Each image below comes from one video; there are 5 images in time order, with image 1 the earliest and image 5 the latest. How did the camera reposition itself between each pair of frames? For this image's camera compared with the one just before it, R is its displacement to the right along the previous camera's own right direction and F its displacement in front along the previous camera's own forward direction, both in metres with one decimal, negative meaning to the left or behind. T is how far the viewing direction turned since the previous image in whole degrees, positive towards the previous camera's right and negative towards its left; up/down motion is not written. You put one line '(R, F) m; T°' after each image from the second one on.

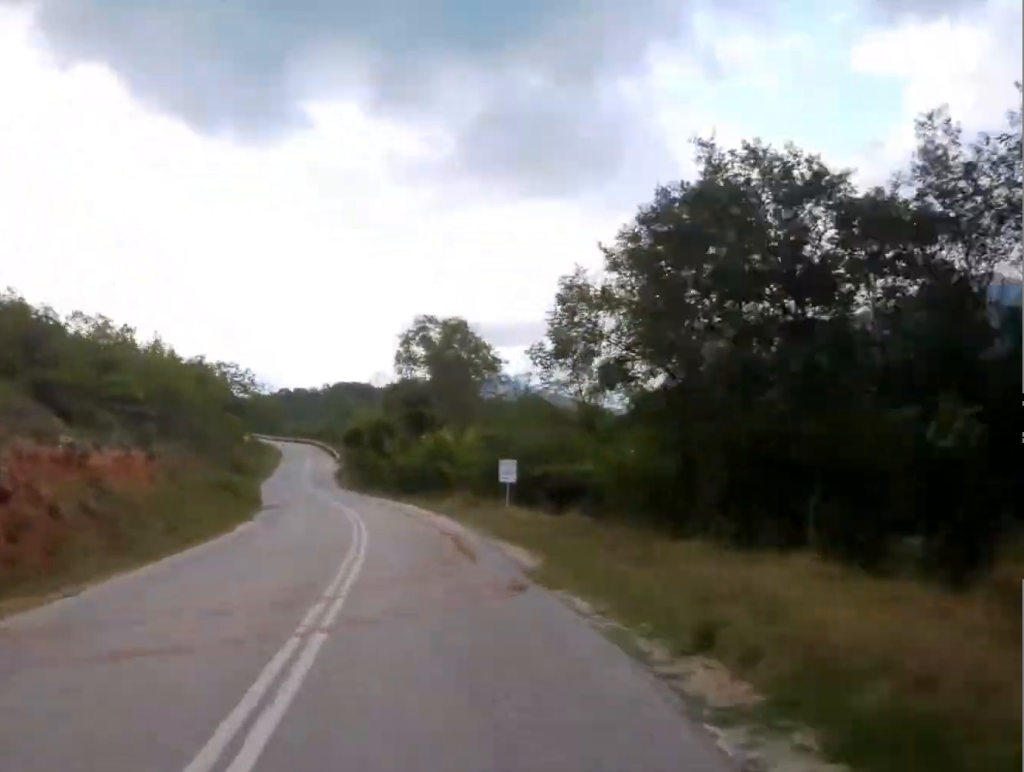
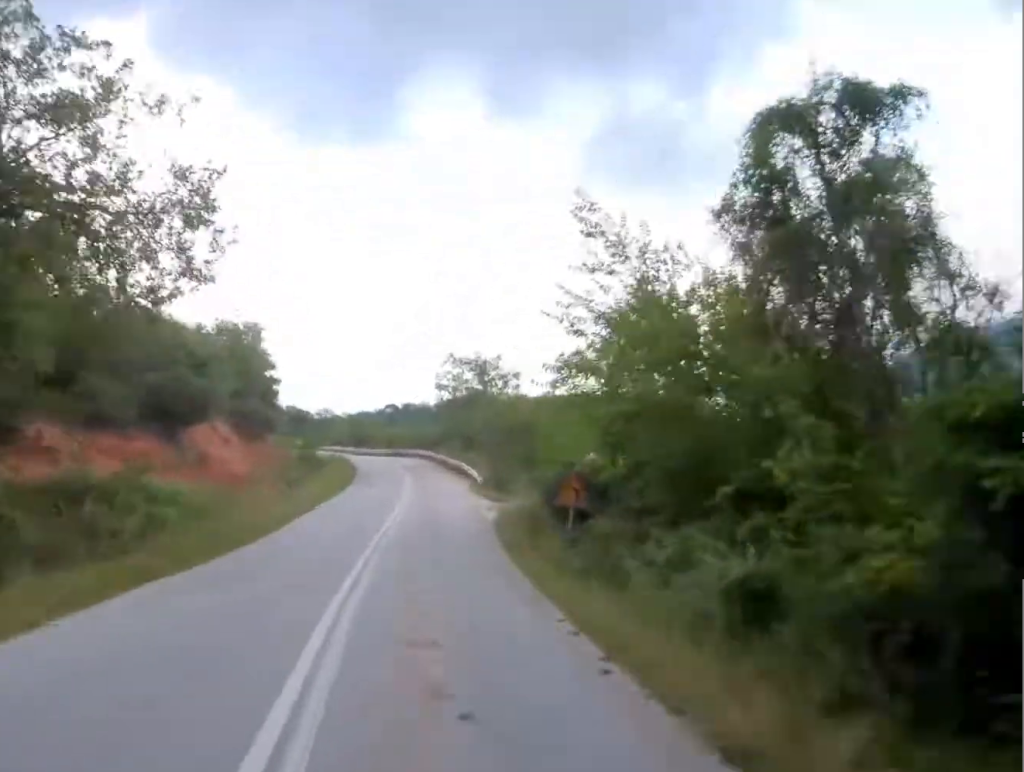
(-5.9, +53.9) m; -10°
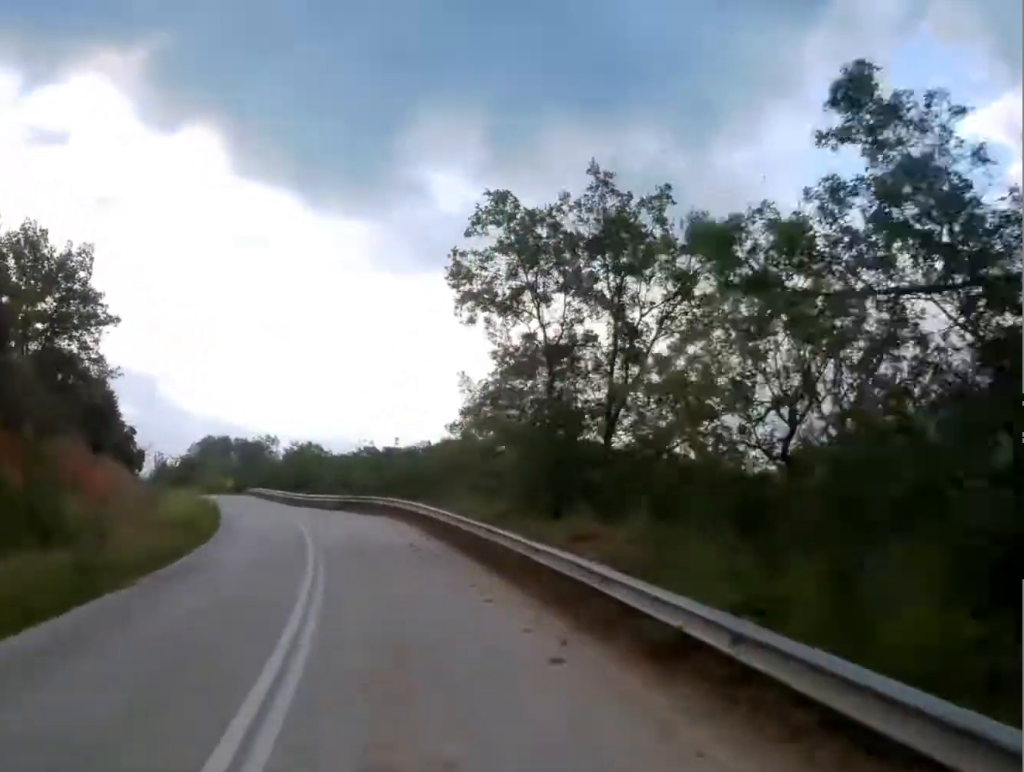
(+1.6, +47.0) m; 0°
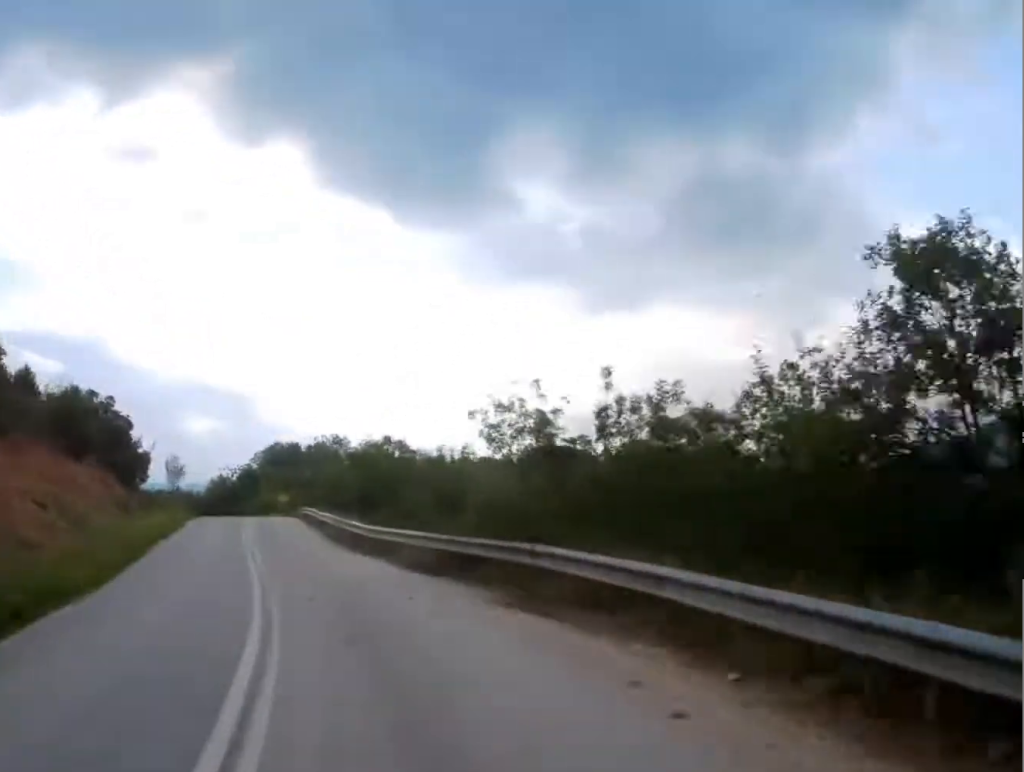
(-1.0, +26.5) m; -5°
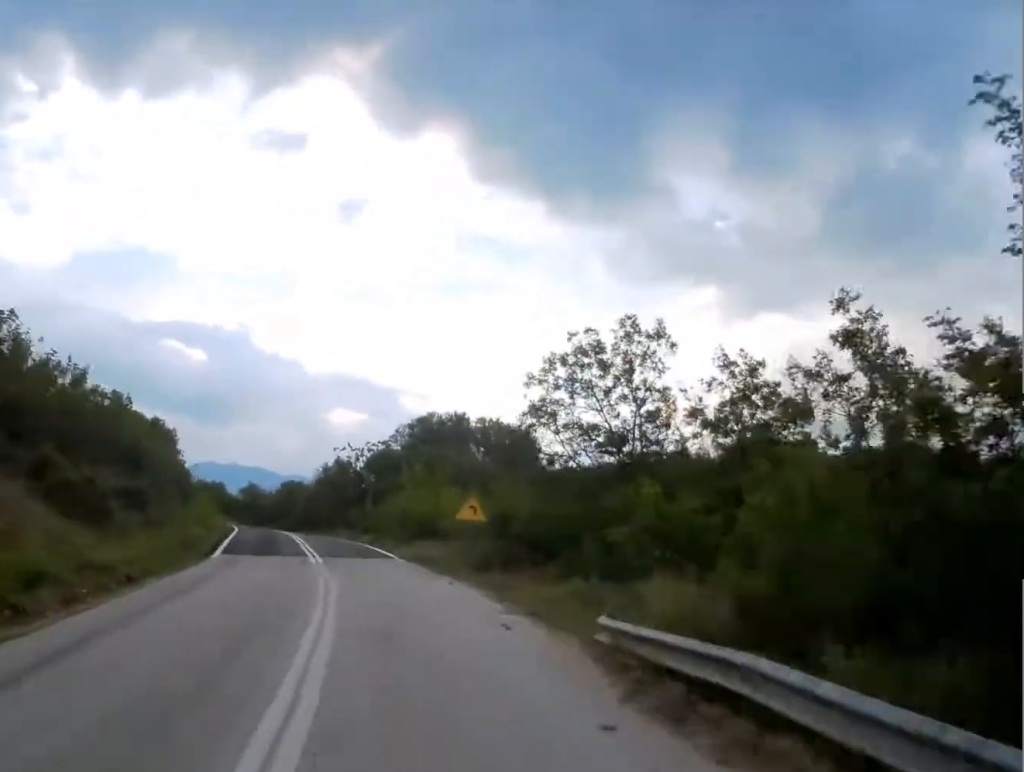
(-4.6, +48.4) m; -9°
